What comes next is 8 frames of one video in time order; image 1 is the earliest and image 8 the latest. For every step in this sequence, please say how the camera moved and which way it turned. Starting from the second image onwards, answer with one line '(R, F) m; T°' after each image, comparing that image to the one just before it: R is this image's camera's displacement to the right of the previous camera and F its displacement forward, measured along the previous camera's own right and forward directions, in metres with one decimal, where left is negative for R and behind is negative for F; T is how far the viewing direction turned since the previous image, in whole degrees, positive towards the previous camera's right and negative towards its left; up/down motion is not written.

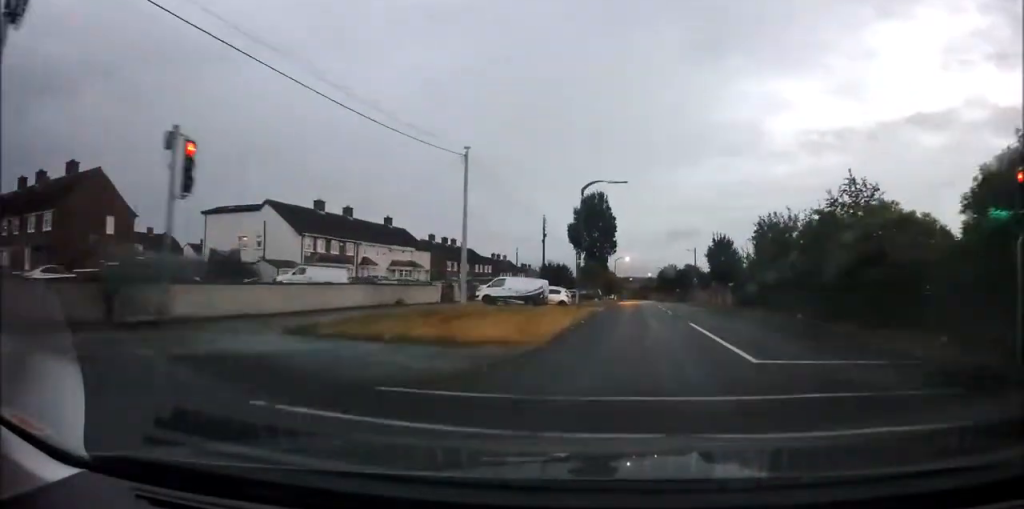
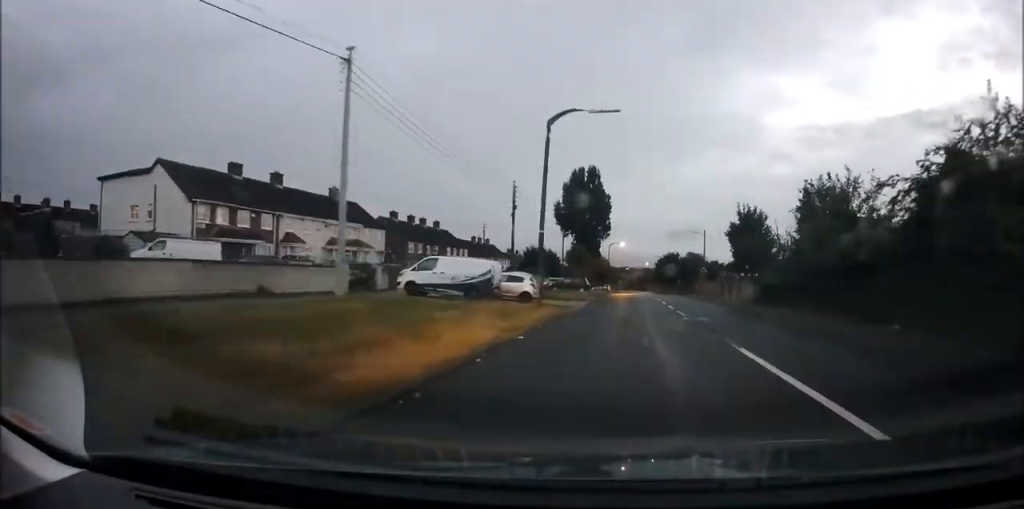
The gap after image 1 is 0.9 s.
(+0.4, +12.6) m; +1°
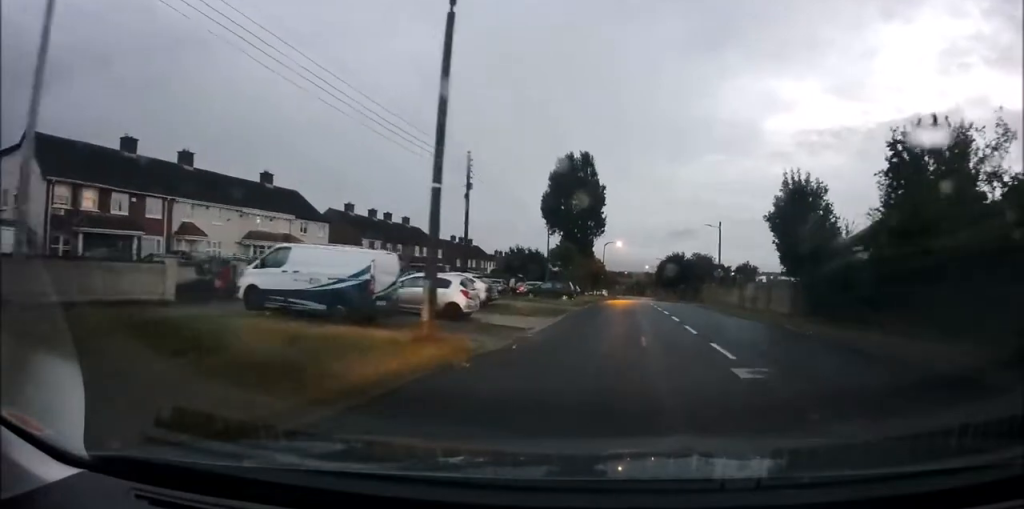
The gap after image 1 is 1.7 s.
(-0.1, +11.8) m; 0°
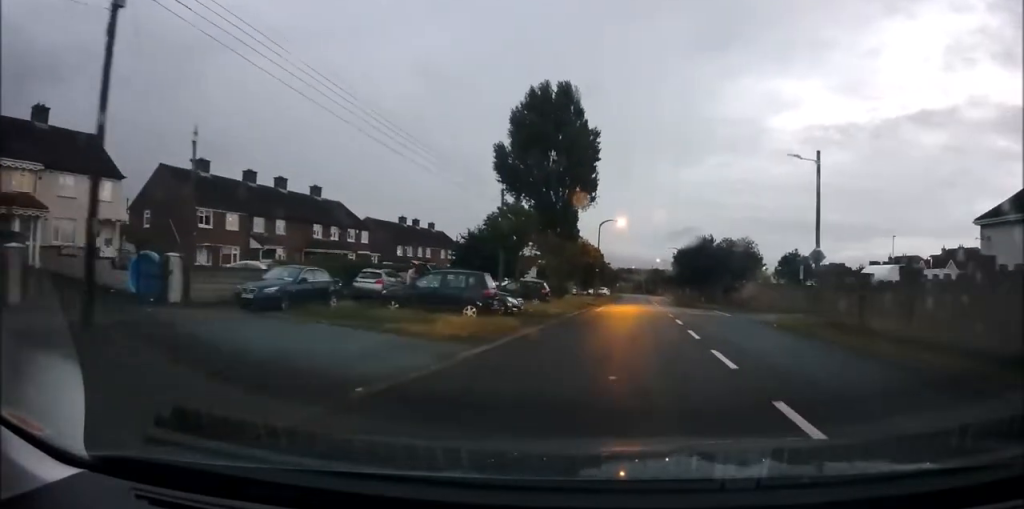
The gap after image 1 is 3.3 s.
(+0.1, +24.9) m; -1°
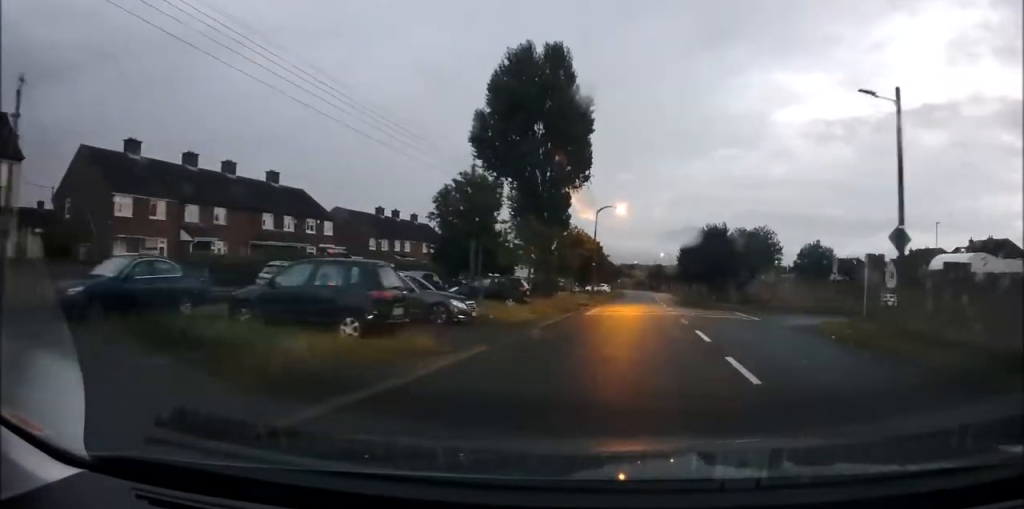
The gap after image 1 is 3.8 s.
(-0.1, +7.5) m; -1°
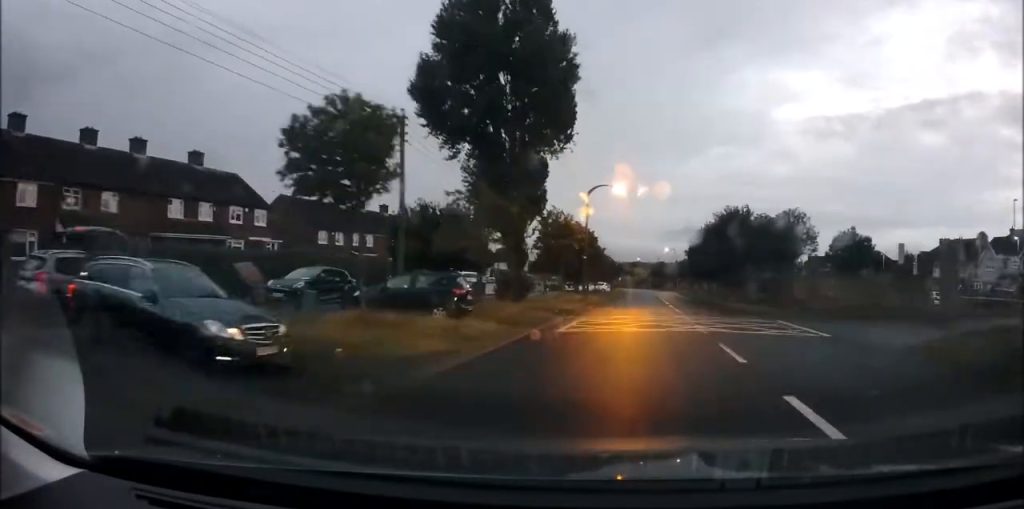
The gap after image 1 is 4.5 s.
(-0.1, +10.5) m; 0°
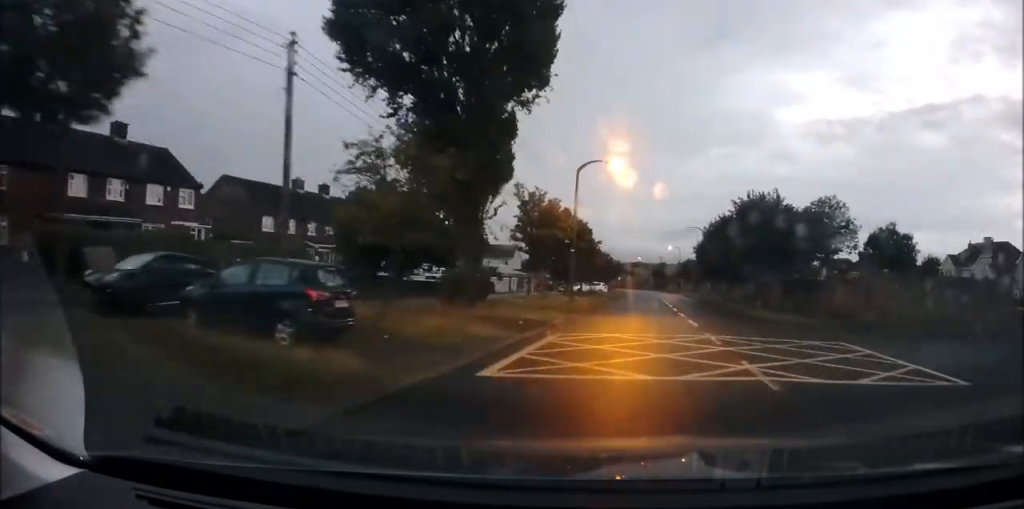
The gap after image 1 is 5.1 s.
(-0.2, +8.1) m; +1°
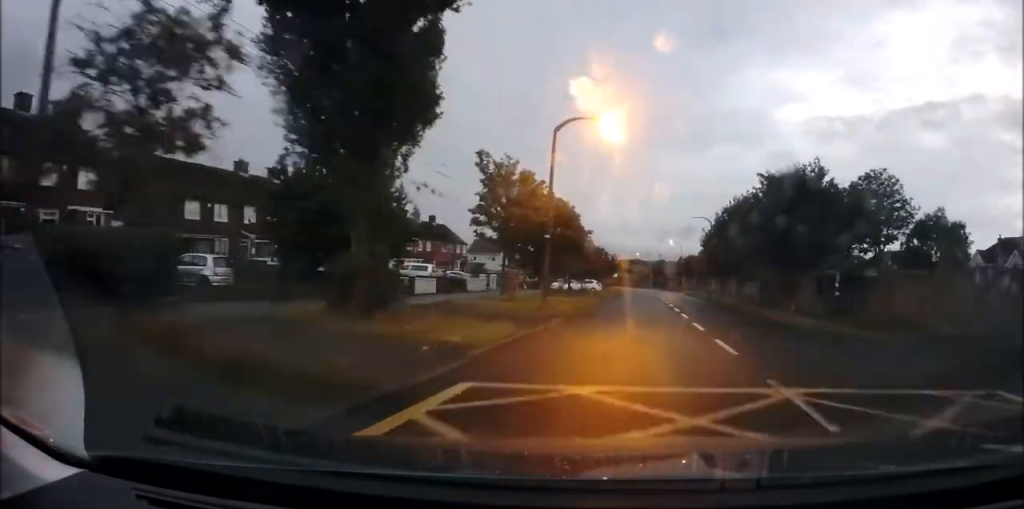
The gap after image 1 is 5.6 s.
(+0.3, +8.1) m; 0°
